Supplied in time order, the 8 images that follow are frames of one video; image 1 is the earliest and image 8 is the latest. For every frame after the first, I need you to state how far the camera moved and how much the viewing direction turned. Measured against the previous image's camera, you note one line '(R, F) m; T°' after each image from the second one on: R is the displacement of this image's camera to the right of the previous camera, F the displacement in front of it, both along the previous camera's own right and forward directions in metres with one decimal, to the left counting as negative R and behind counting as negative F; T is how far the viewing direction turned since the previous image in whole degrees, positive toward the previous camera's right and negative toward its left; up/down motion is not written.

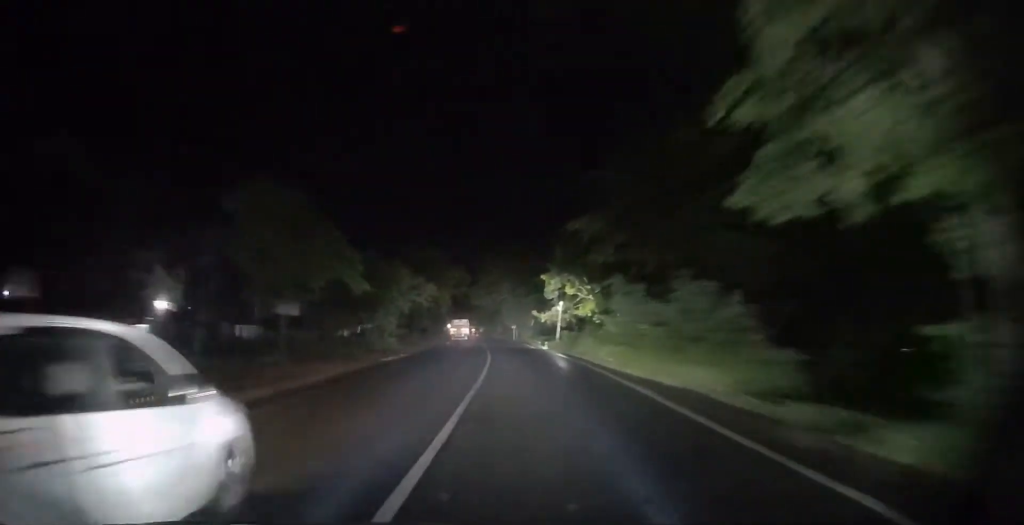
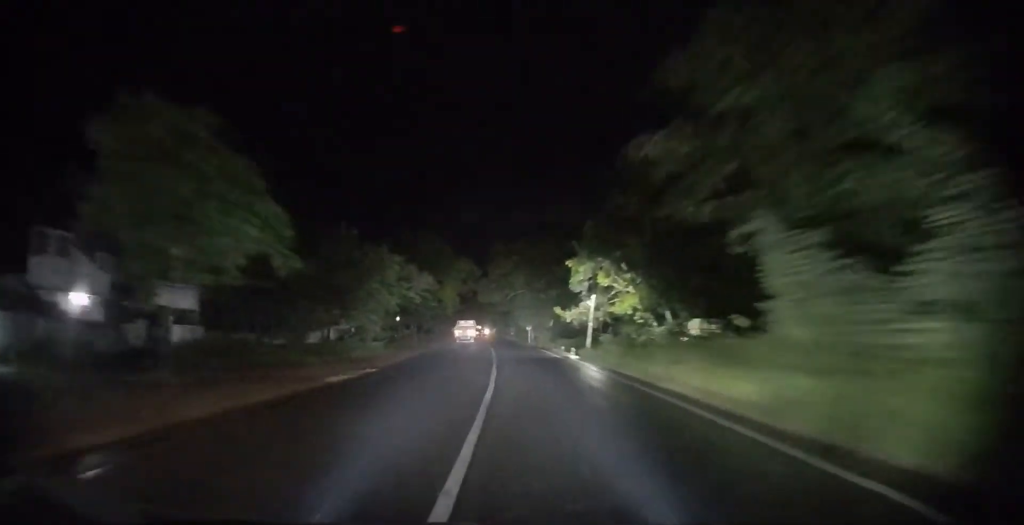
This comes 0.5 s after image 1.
(0.0, +13.6) m; -1°
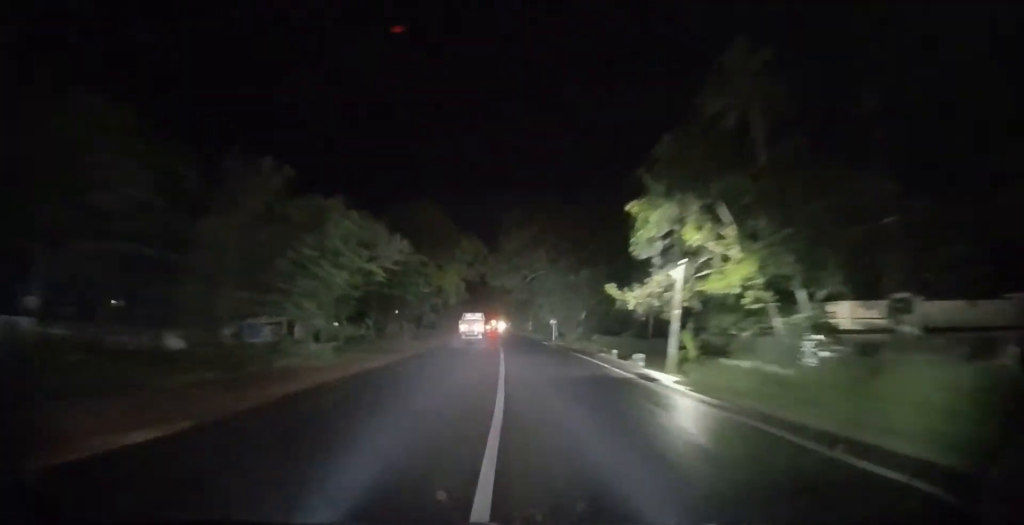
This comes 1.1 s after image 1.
(-0.3, +19.0) m; -1°
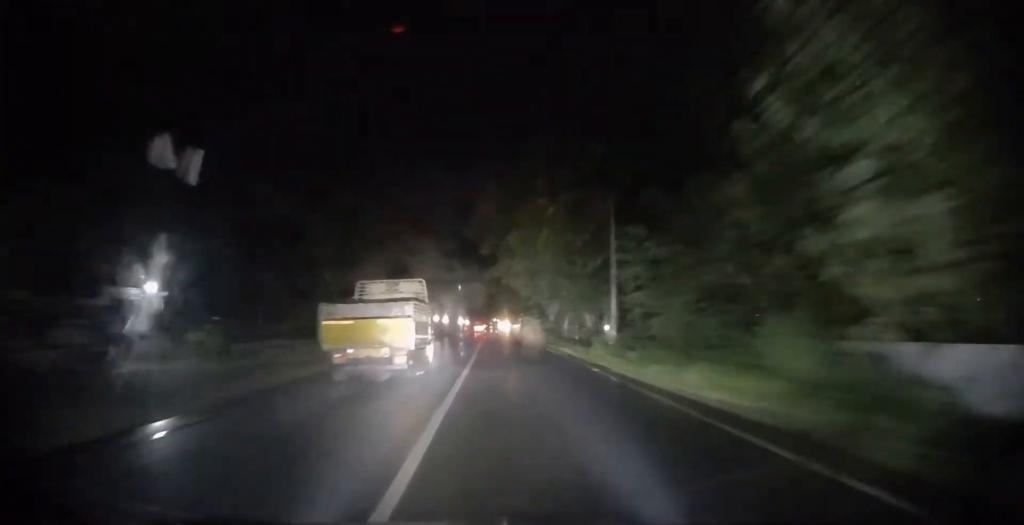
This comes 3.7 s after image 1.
(-1.5, +82.7) m; -1°
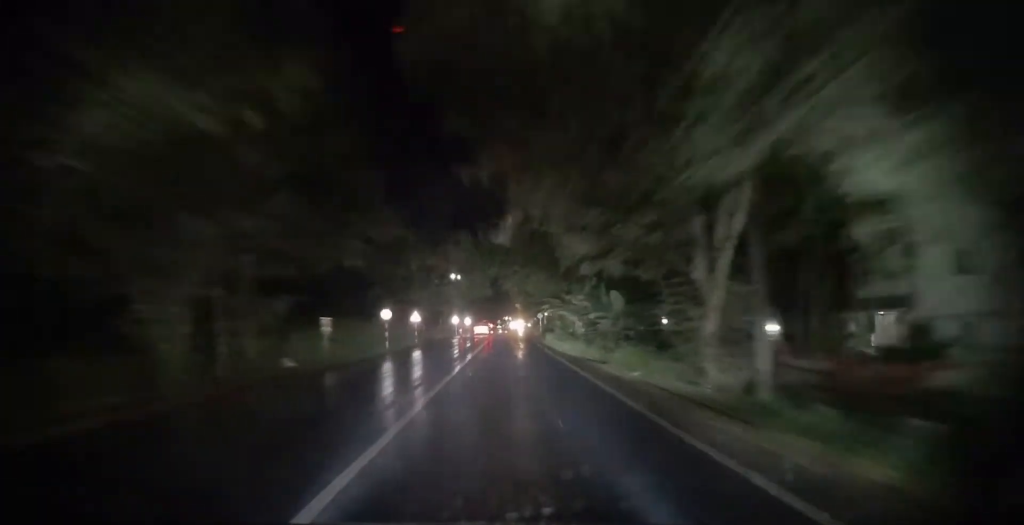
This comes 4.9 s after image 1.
(+0.1, +37.0) m; -1°
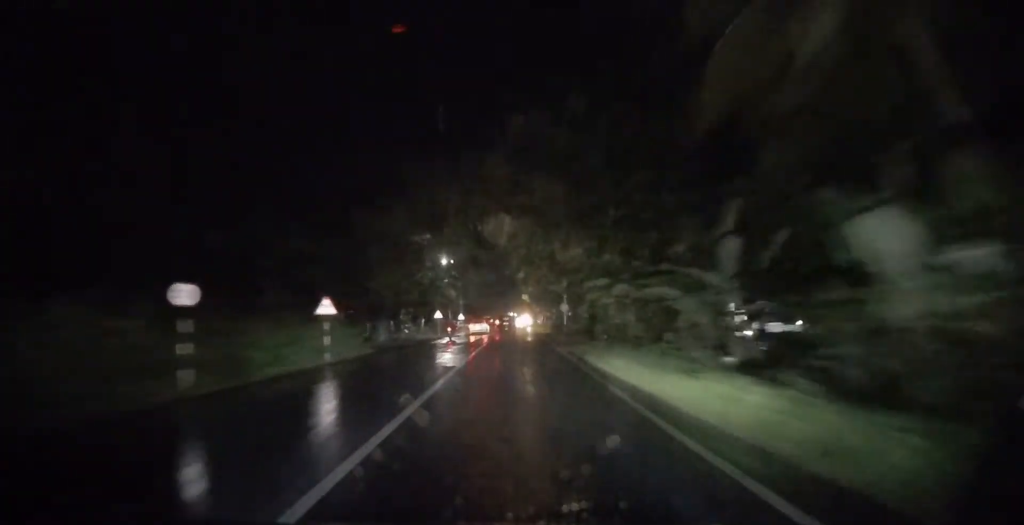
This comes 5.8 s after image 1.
(-0.5, +28.1) m; 0°
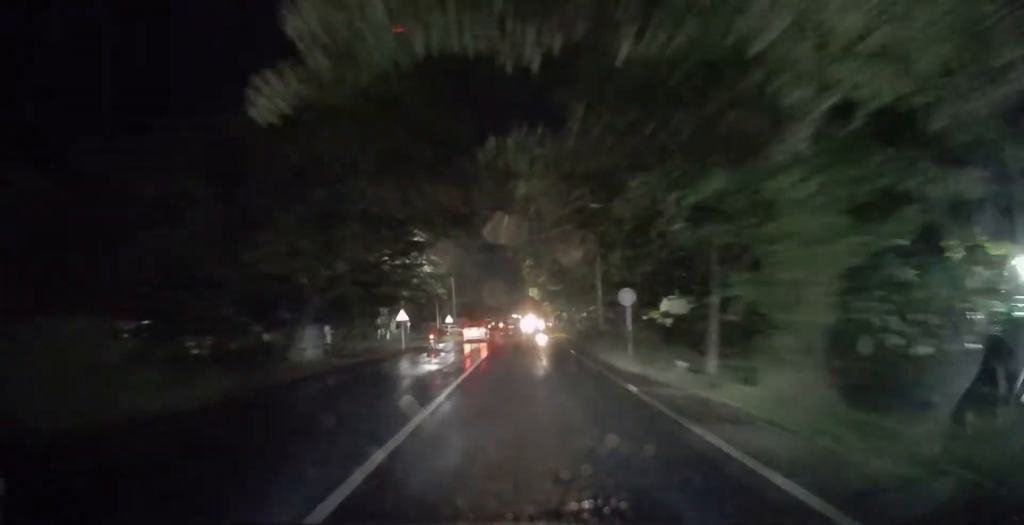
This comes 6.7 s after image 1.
(+0.4, +23.5) m; 0°
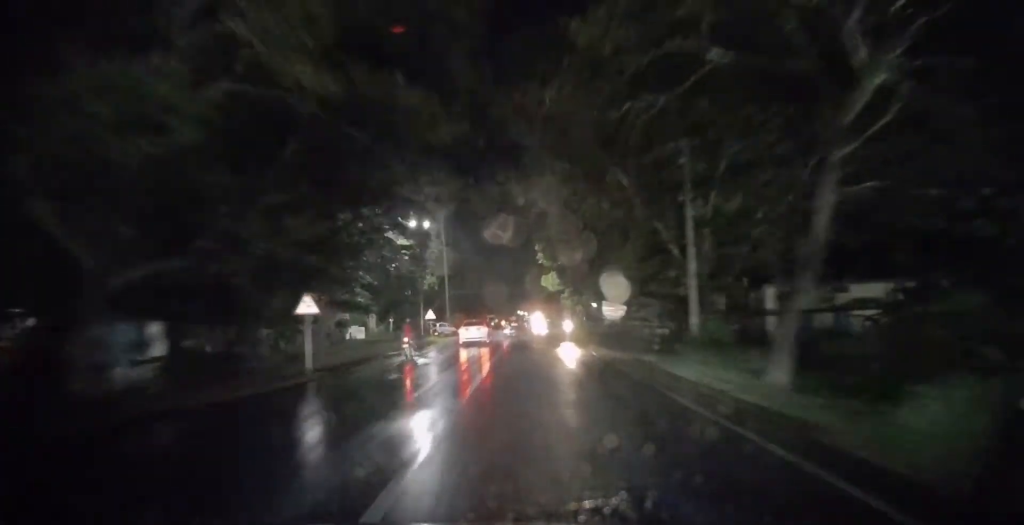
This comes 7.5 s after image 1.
(-0.2, +21.1) m; -1°
